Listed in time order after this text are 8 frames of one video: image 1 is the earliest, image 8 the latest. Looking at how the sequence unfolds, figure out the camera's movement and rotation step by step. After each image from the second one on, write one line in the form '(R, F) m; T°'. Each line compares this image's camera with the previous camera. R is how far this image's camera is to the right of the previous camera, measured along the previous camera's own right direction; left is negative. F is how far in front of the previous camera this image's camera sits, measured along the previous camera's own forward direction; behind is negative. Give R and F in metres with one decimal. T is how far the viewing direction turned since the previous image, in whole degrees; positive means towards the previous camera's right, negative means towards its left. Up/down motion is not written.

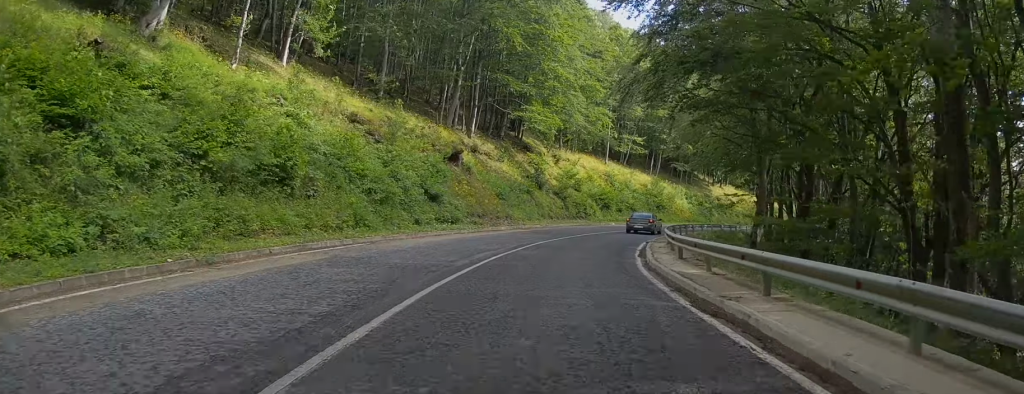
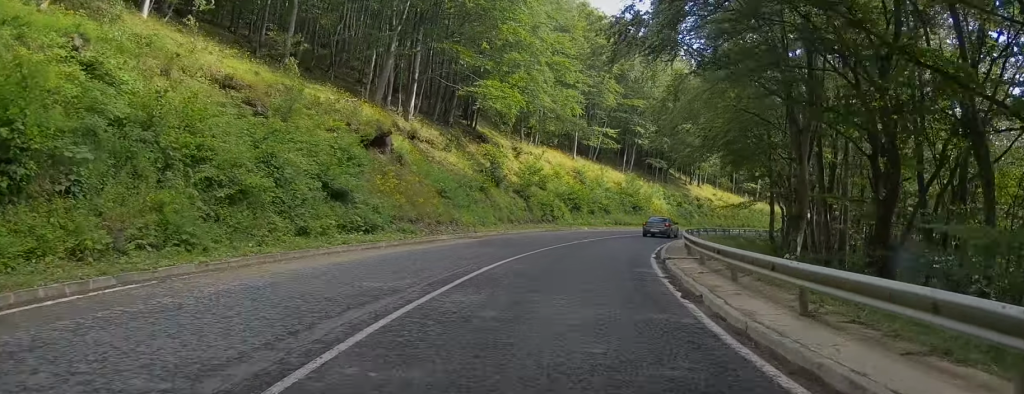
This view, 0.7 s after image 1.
(+0.1, +9.0) m; +4°
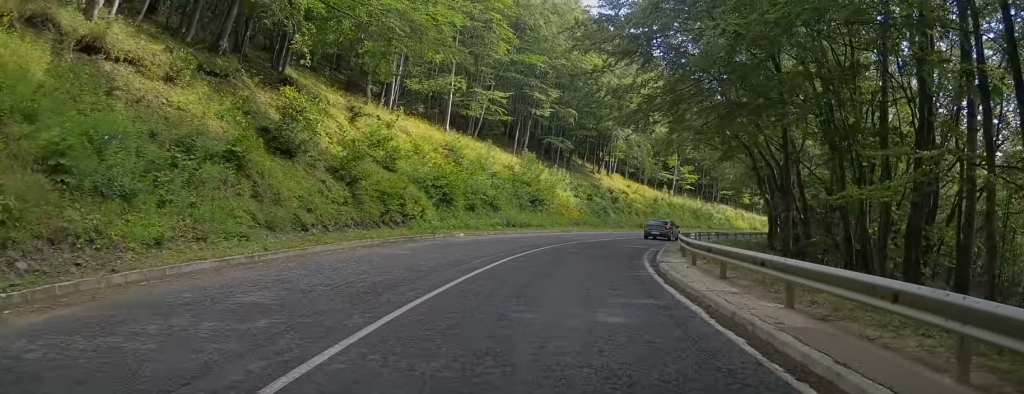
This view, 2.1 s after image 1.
(+1.5, +18.8) m; +8°
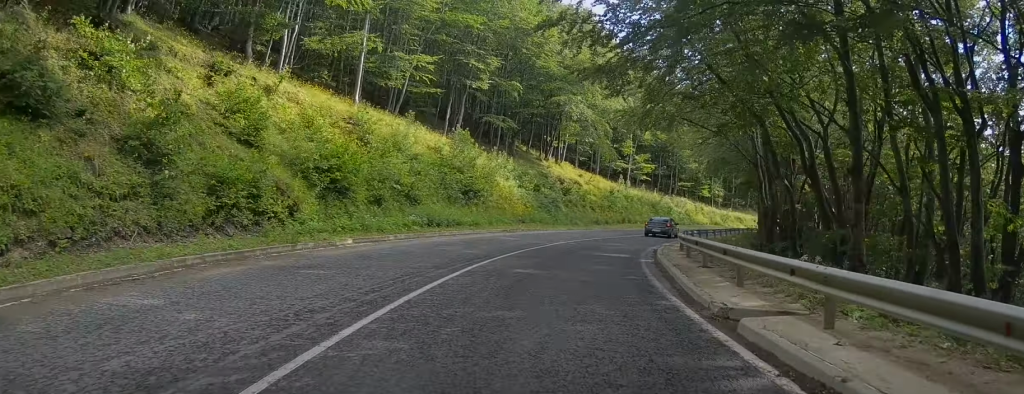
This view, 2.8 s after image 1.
(+0.3, +10.0) m; +4°
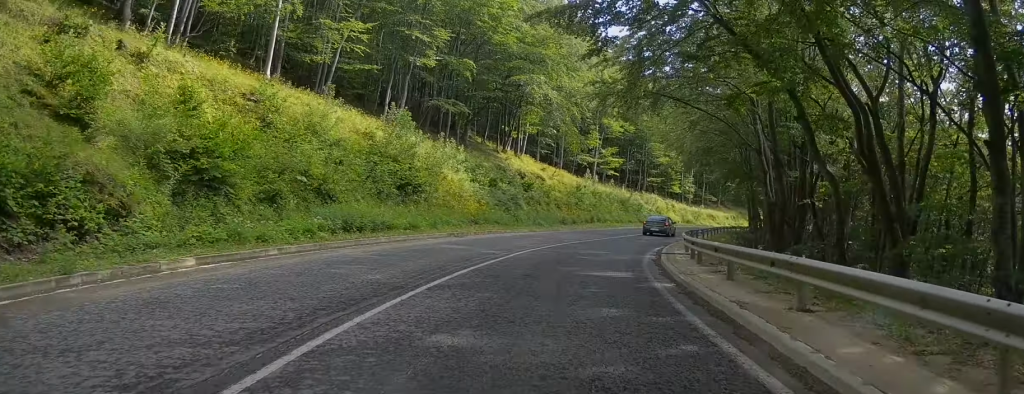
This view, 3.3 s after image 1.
(0.0, +7.4) m; +4°
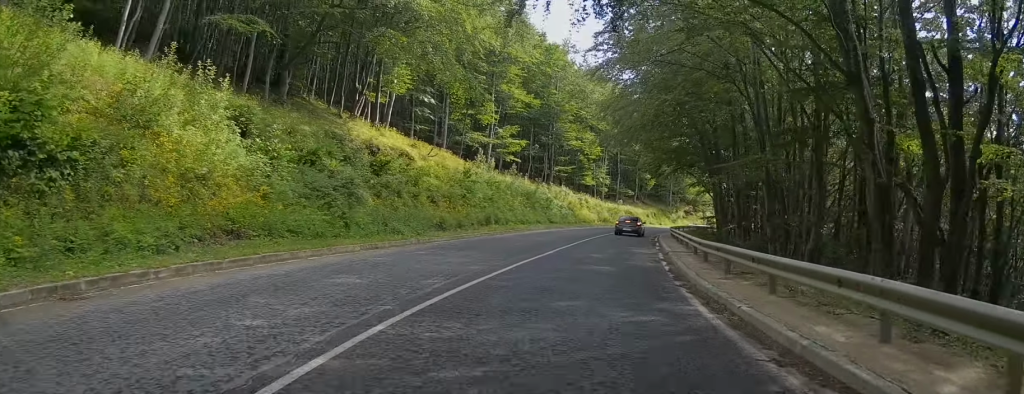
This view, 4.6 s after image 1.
(+1.7, +17.9) m; +9°
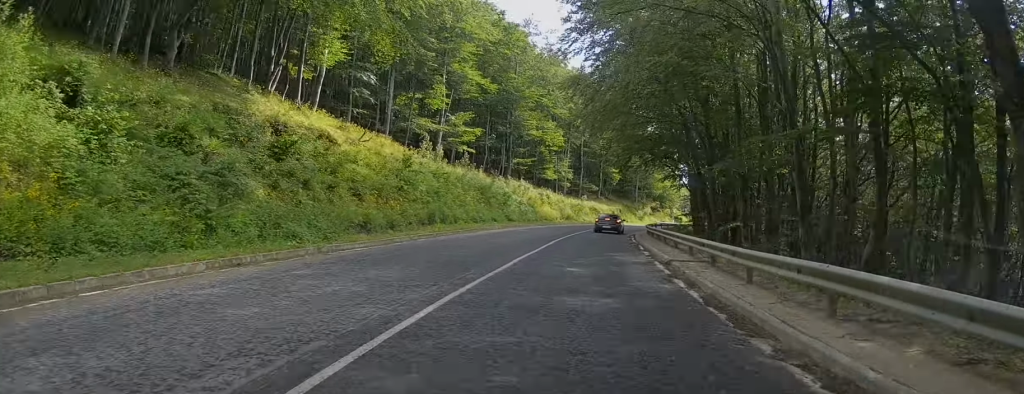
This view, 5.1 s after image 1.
(+0.2, +6.1) m; +2°
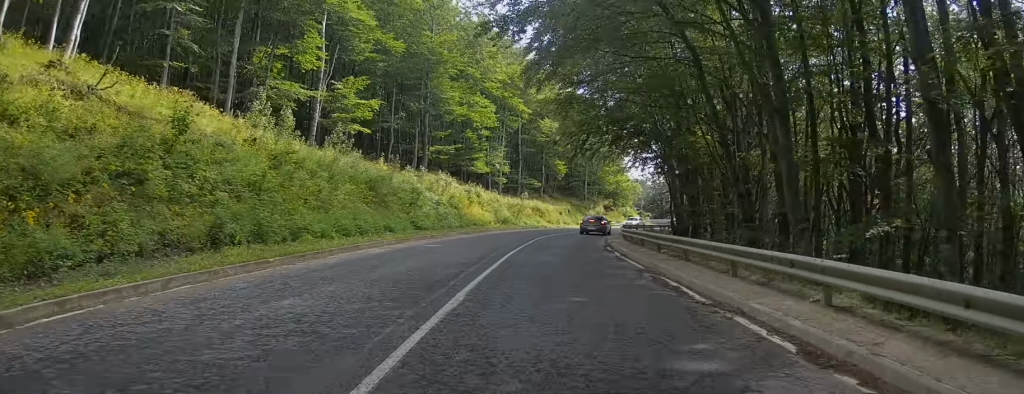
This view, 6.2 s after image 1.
(+0.7, +14.8) m; +4°
